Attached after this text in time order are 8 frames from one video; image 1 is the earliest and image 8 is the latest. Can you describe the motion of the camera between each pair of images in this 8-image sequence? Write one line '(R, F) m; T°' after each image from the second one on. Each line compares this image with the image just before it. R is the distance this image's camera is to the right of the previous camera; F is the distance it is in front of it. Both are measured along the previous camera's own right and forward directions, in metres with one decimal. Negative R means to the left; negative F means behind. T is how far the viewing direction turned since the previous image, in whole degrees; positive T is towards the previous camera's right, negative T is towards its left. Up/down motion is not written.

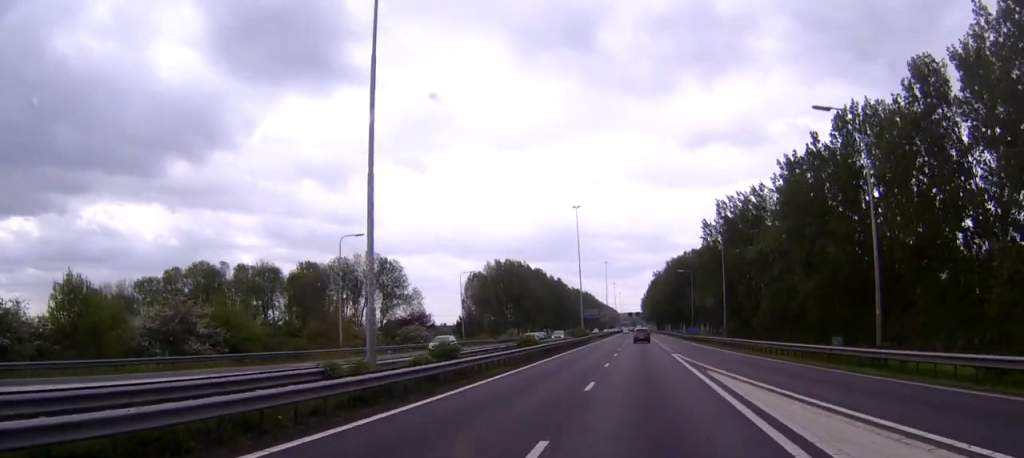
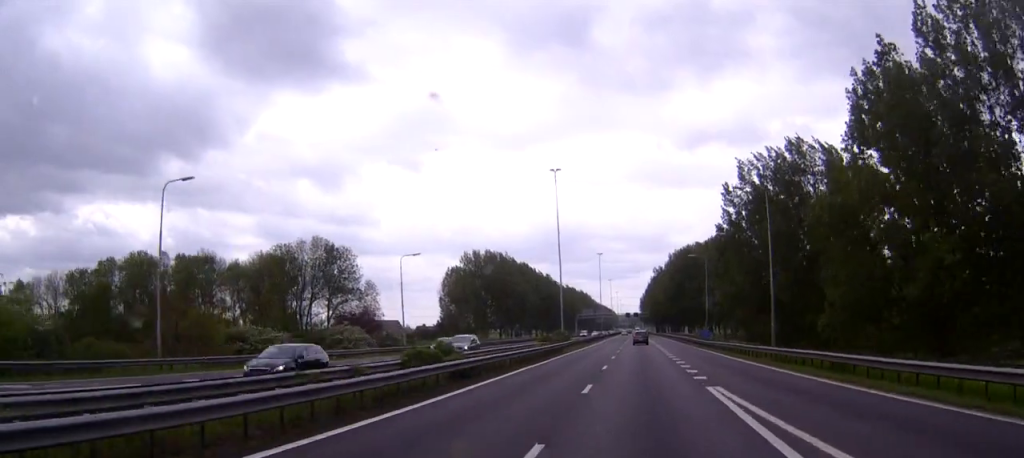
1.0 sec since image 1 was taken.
(0.0, +24.4) m; 0°
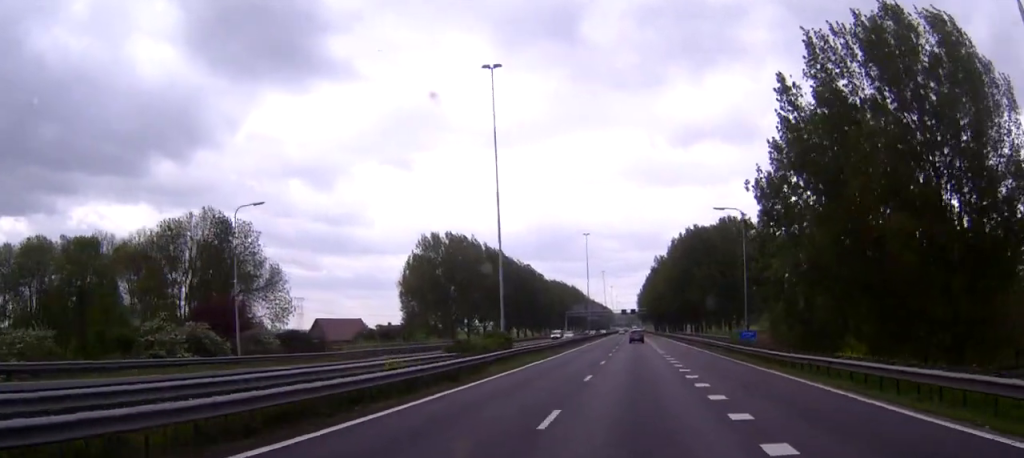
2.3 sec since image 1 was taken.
(-0.1, +31.7) m; 0°
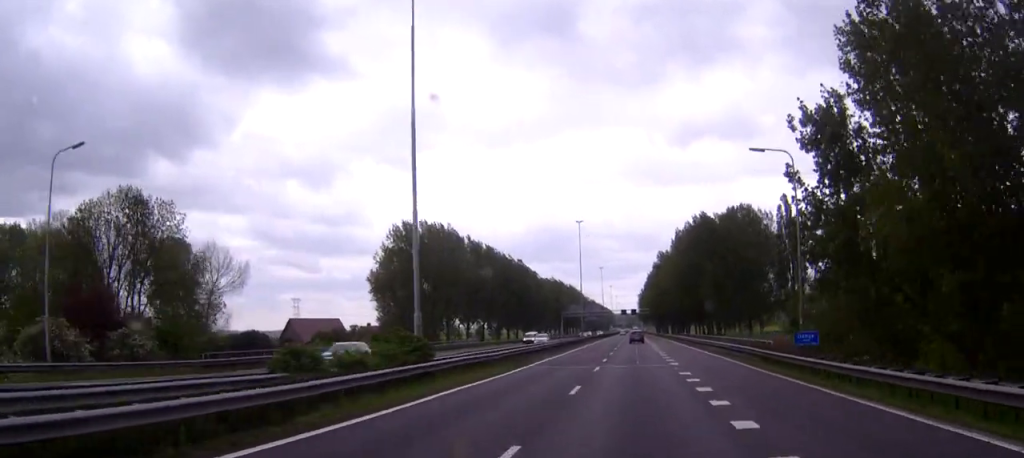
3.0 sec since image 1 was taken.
(+0.1, +17.1) m; 0°
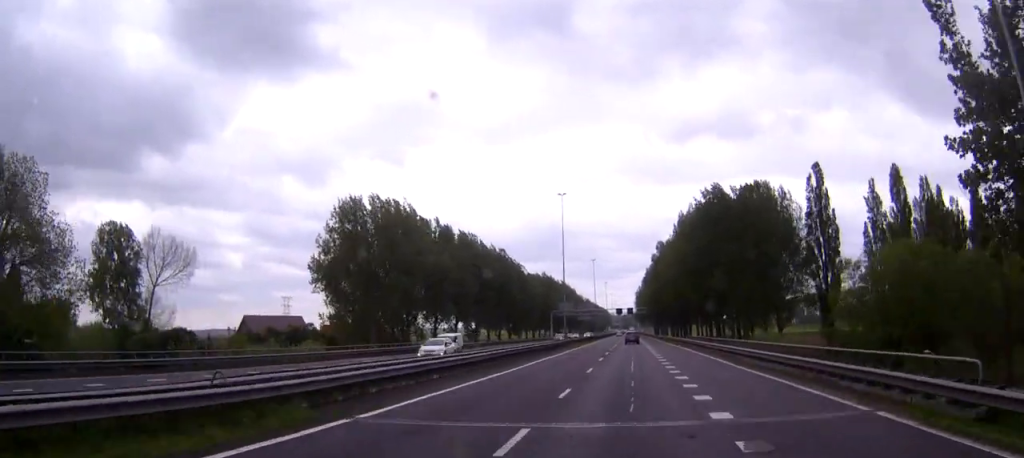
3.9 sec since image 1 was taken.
(-0.1, +22.1) m; 0°
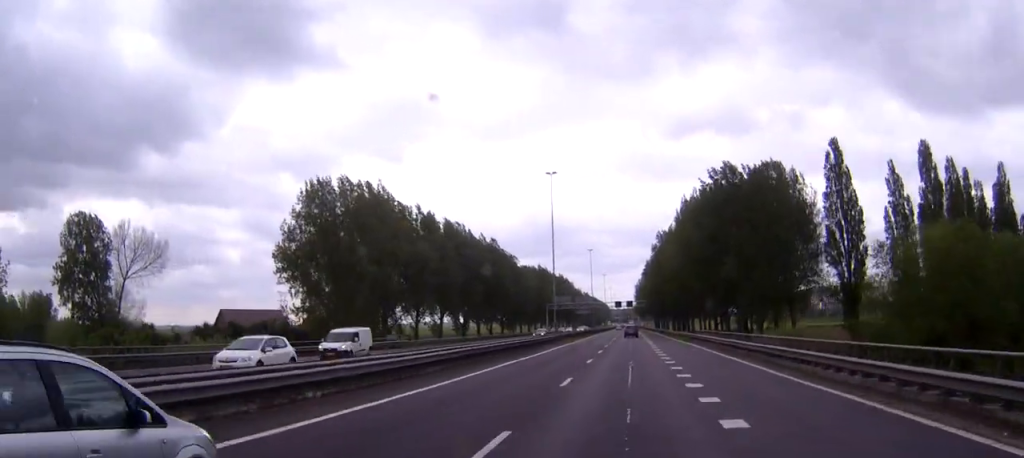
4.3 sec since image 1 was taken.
(0.0, +10.7) m; 0°
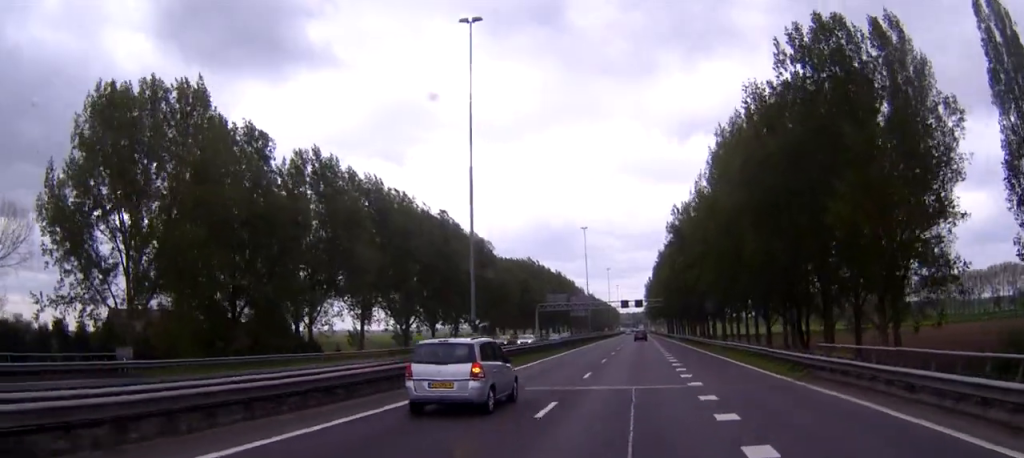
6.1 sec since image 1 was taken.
(-0.1, +42.7) m; 0°
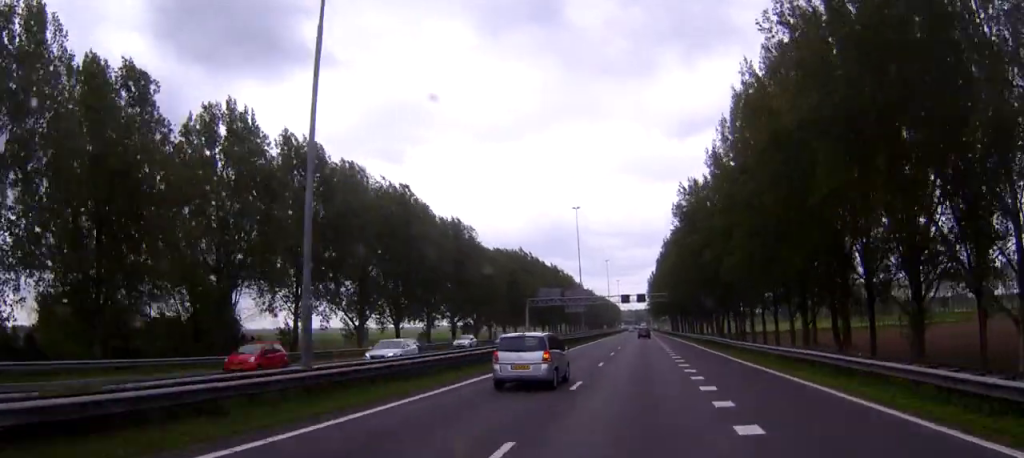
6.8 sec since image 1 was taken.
(0.0, +18.9) m; 0°
